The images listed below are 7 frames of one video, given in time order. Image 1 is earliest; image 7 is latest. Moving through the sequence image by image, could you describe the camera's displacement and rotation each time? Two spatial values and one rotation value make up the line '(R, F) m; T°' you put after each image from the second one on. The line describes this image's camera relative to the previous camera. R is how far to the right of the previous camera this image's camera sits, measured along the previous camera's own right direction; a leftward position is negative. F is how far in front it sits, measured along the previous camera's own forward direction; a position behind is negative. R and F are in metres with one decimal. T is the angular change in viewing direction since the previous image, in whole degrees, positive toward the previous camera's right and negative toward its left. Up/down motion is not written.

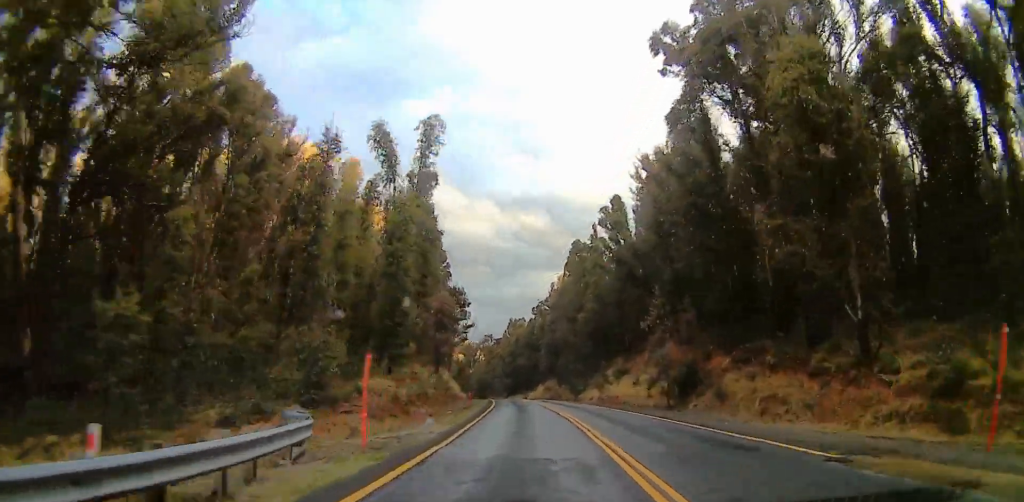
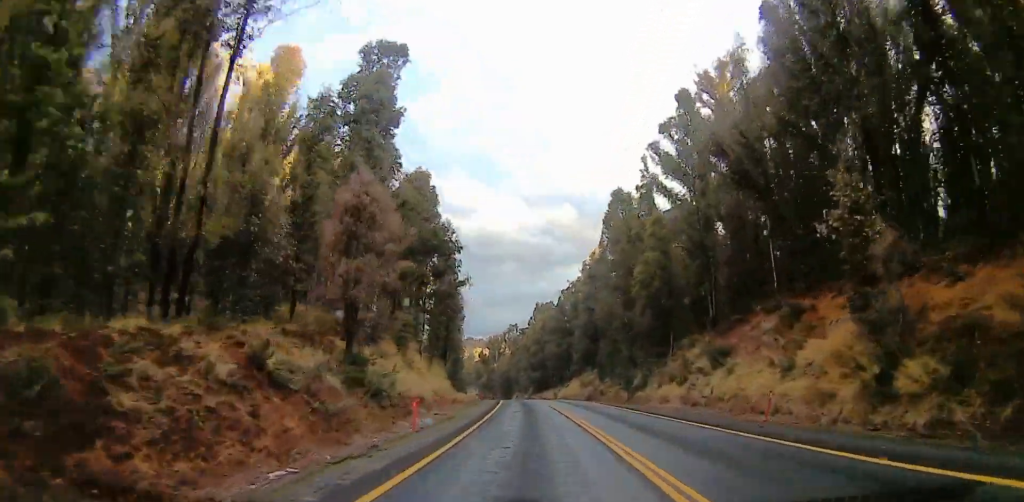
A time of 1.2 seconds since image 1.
(+0.3, +30.0) m; -2°
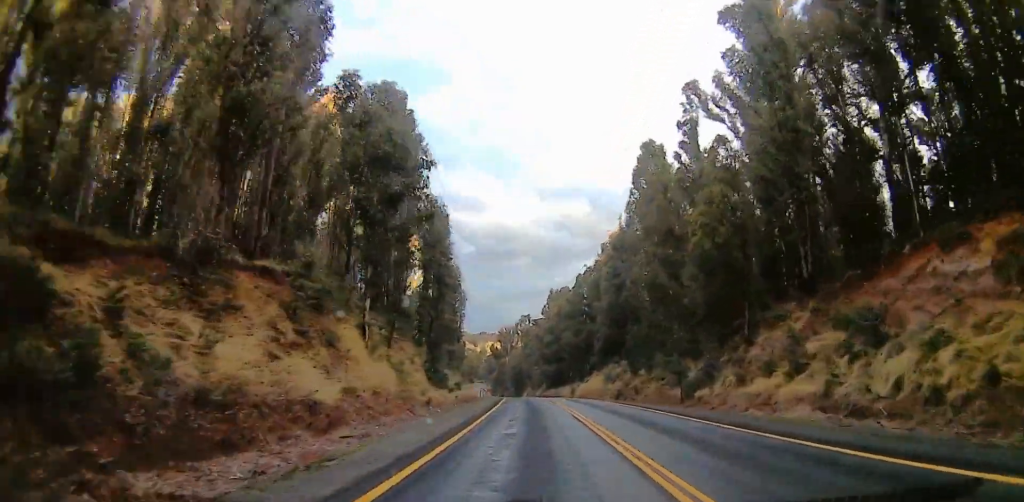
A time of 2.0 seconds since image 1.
(-0.3, +17.3) m; -3°
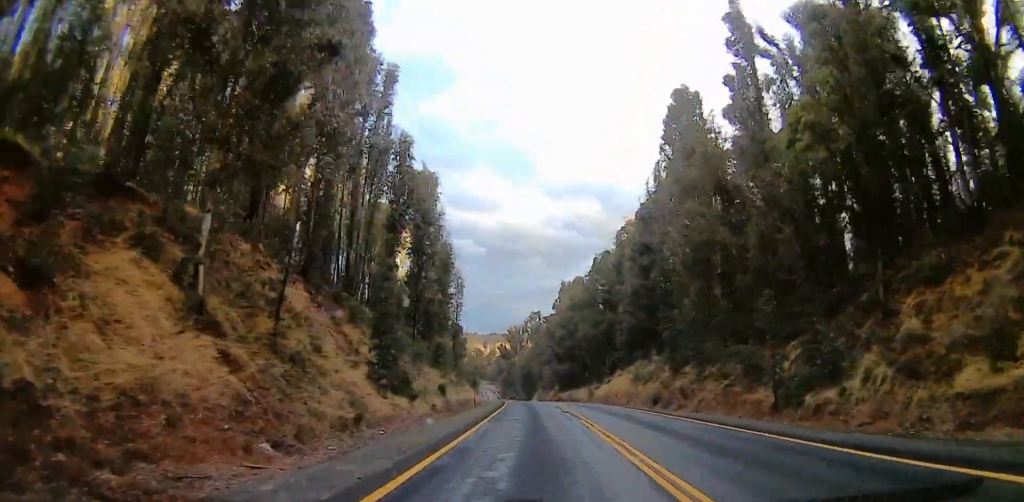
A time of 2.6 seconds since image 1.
(-1.0, +15.4) m; -2°
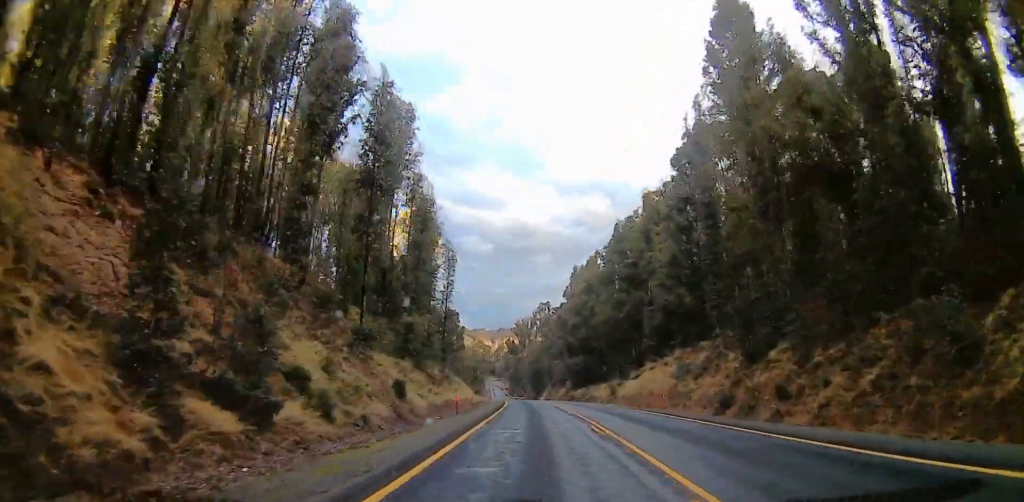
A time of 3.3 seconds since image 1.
(+0.2, +16.5) m; +1°
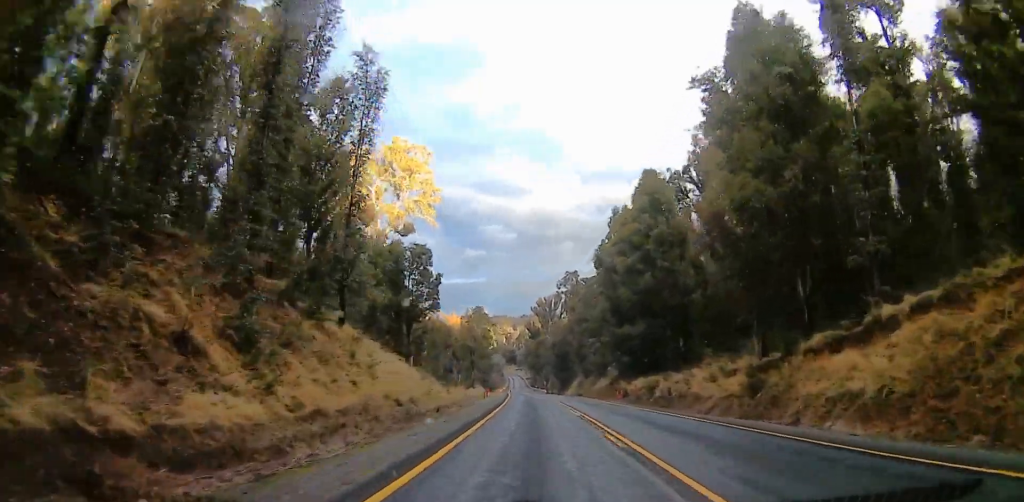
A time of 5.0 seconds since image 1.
(+0.4, +40.9) m; 0°
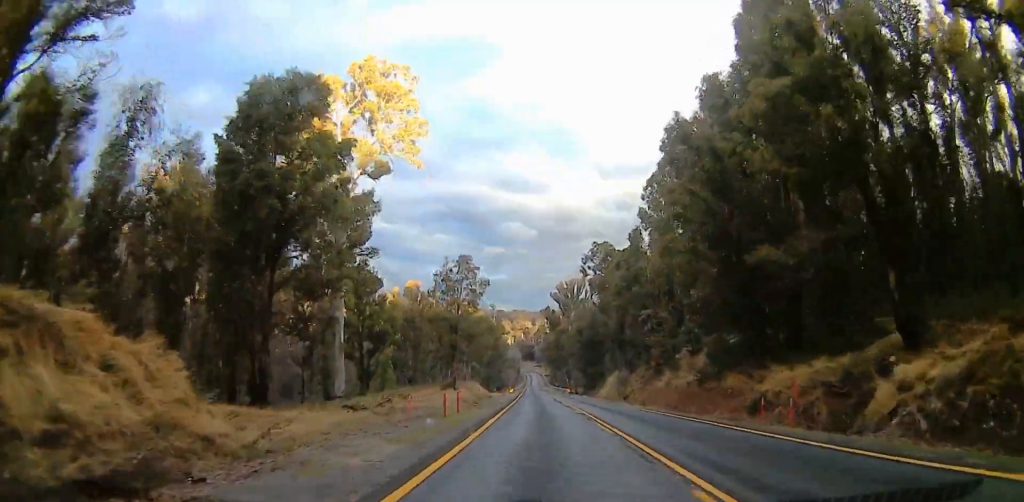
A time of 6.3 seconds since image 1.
(-0.5, +32.5) m; -1°
